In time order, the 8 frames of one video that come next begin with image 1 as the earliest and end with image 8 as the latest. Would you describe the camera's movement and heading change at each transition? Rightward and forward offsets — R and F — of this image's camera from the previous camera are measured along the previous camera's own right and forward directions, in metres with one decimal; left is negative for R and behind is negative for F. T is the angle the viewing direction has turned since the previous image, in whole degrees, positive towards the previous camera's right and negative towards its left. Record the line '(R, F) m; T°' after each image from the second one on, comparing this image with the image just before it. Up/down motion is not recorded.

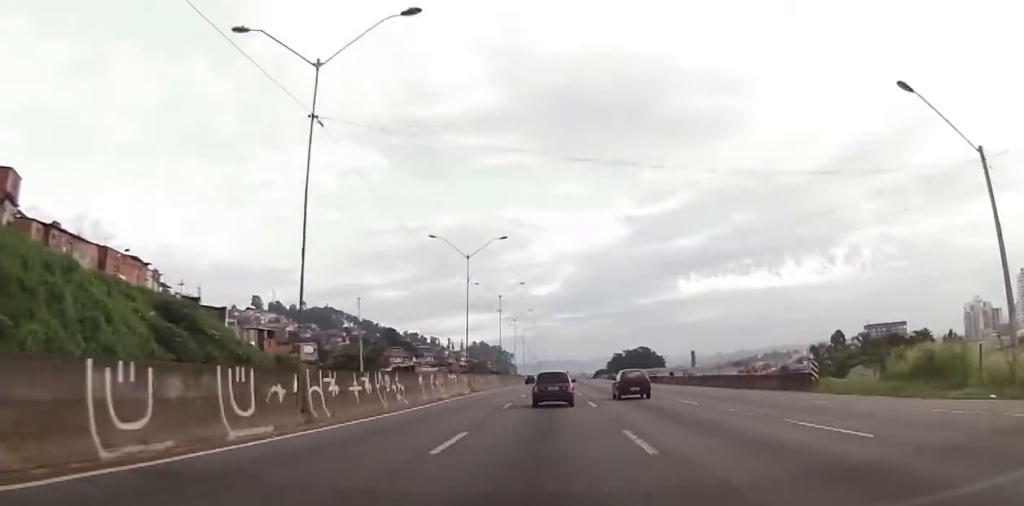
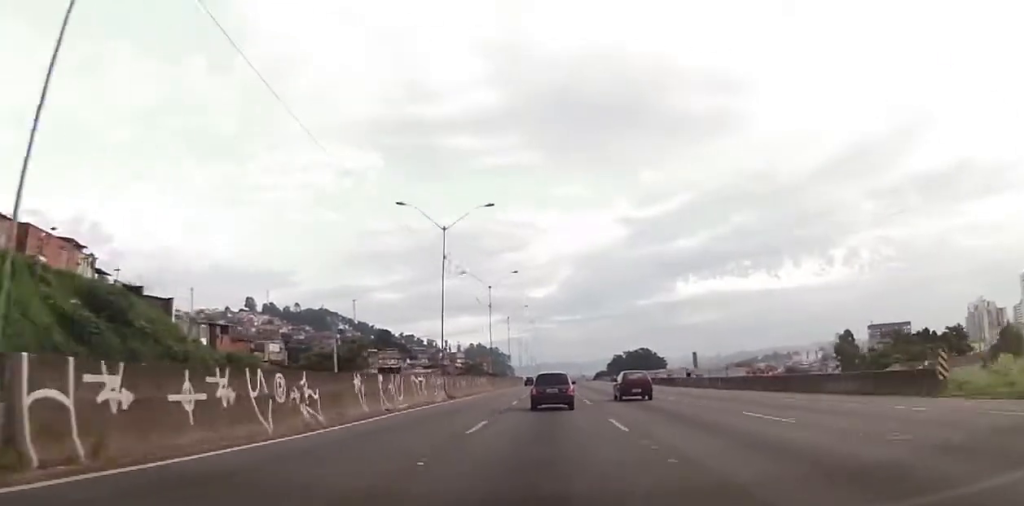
(+0.2, +11.4) m; 0°
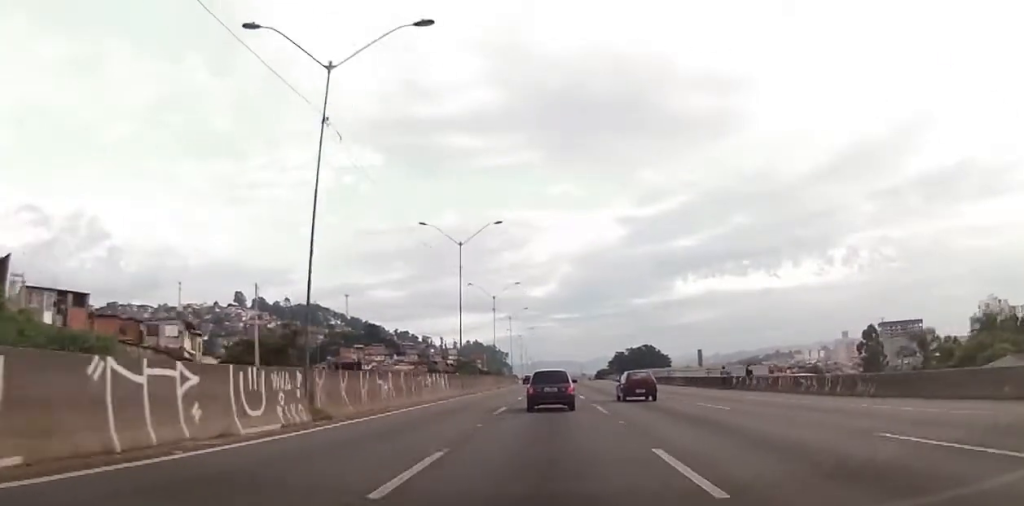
(-0.2, +23.6) m; 0°
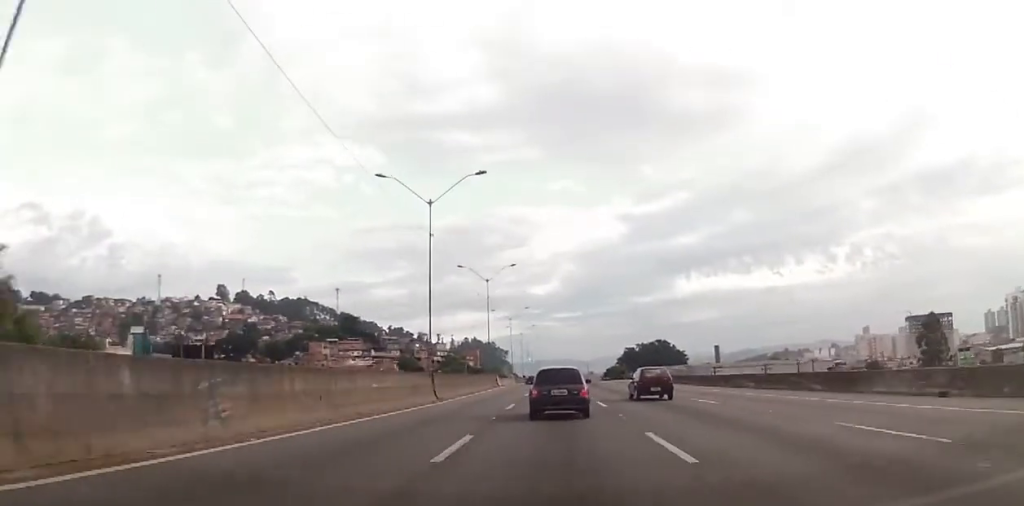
(+0.5, +44.7) m; +1°
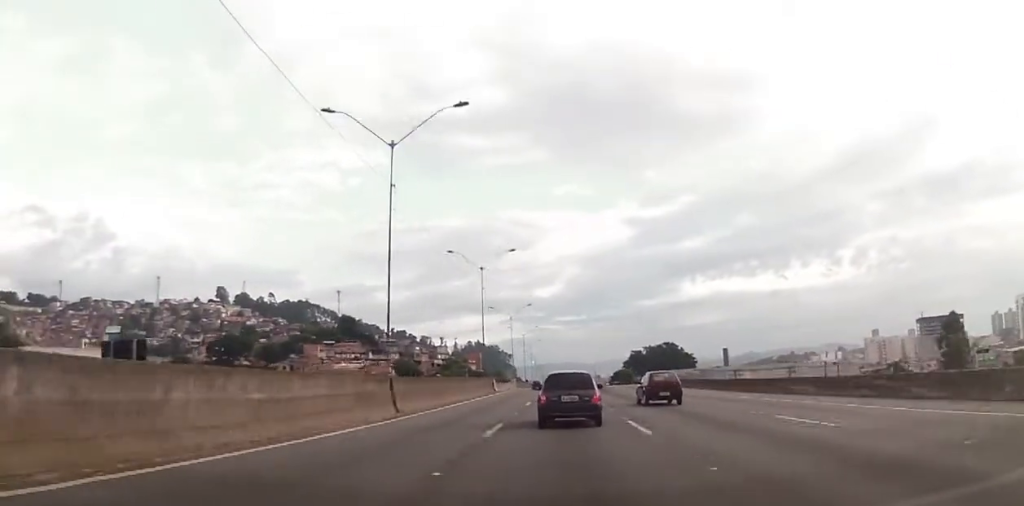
(+0.1, +10.6) m; -1°
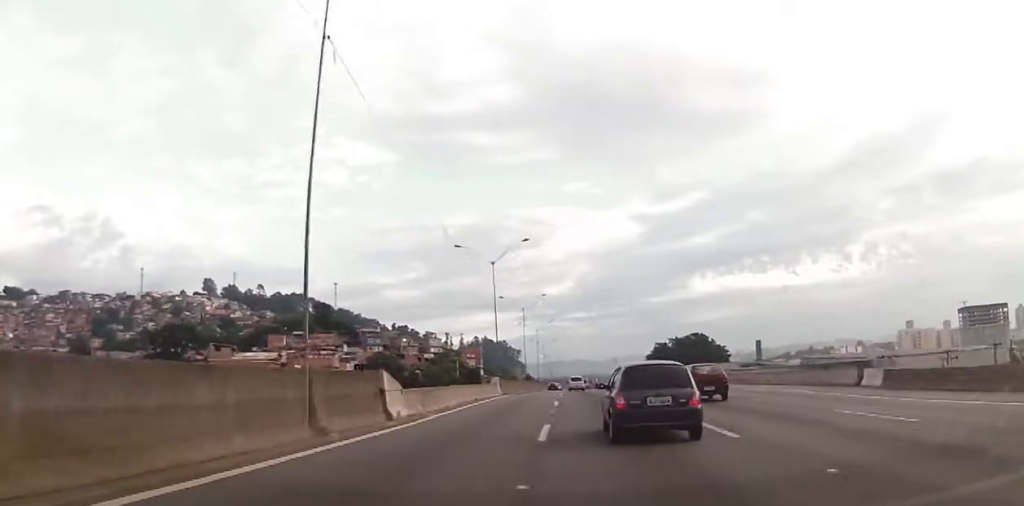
(-0.9, +46.9) m; -1°
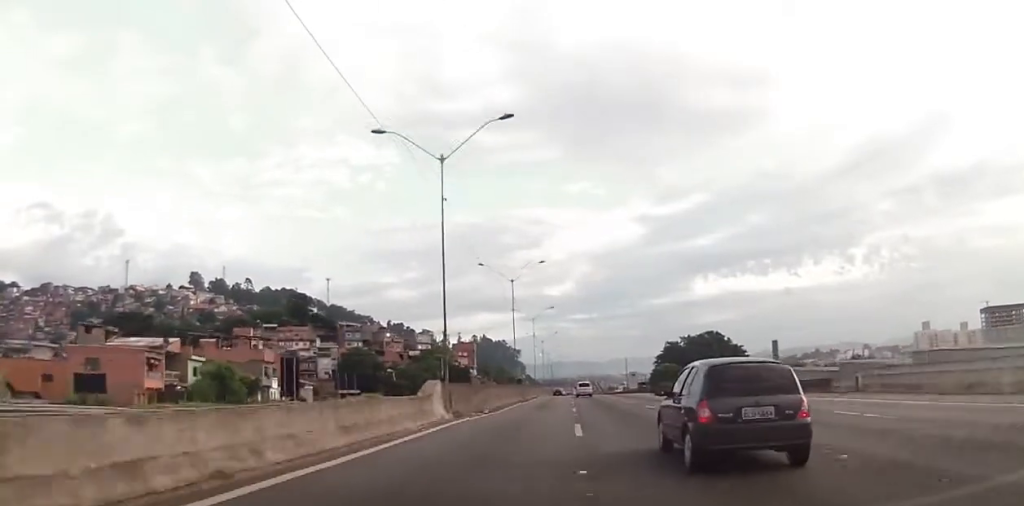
(+0.1, +27.4) m; +1°
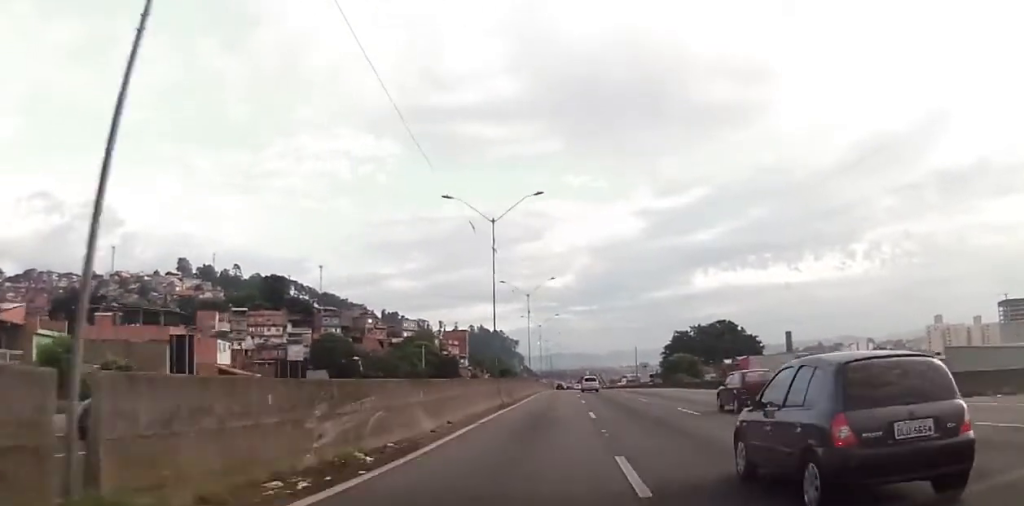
(+0.1, +22.1) m; 0°
